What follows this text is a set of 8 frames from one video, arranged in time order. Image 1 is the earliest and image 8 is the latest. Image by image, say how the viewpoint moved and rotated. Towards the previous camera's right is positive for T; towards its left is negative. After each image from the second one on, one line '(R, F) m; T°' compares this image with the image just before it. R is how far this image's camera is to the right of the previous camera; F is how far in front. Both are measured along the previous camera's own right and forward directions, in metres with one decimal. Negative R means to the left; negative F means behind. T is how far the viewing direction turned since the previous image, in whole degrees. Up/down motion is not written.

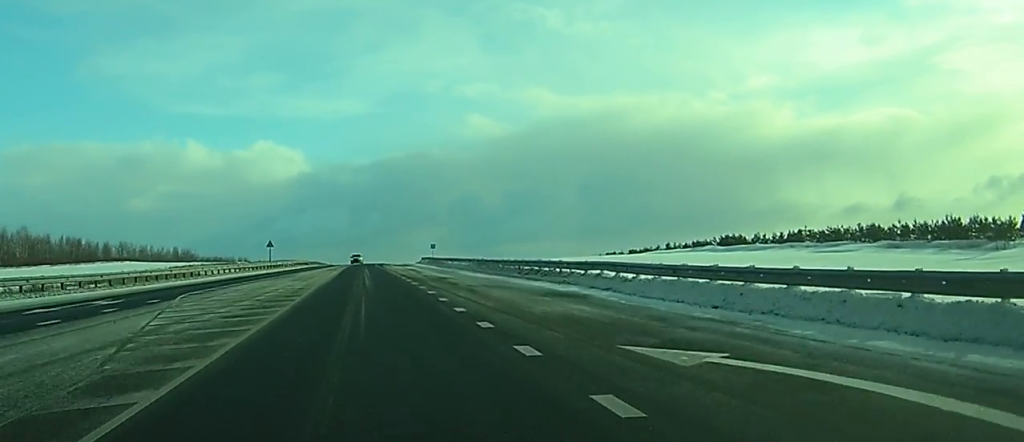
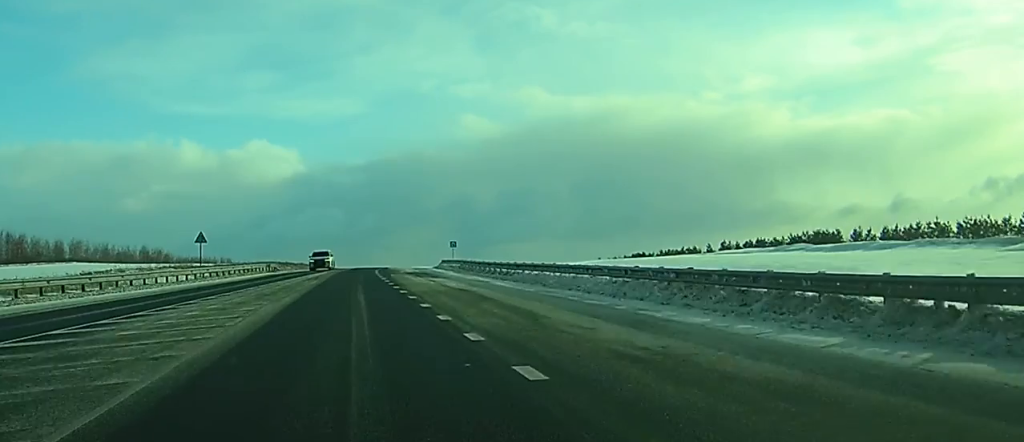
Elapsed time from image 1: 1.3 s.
(+0.2, +38.0) m; +1°
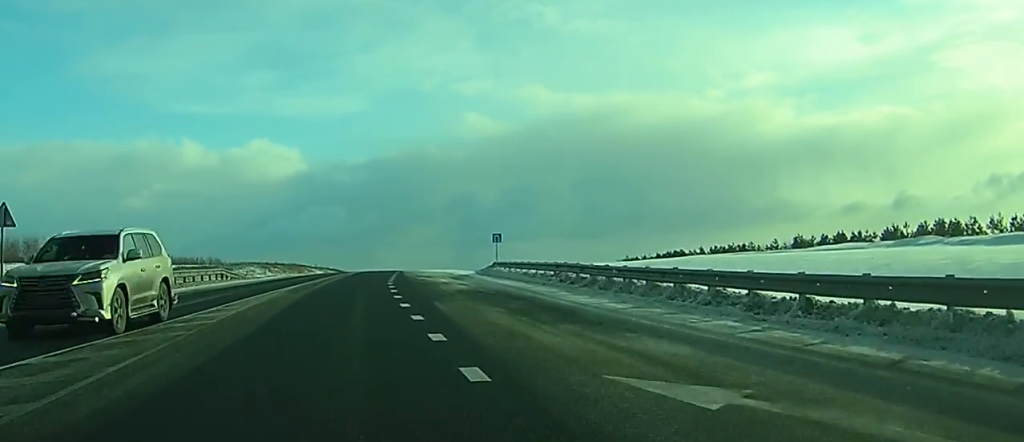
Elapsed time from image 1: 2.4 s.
(+0.3, +32.3) m; +1°
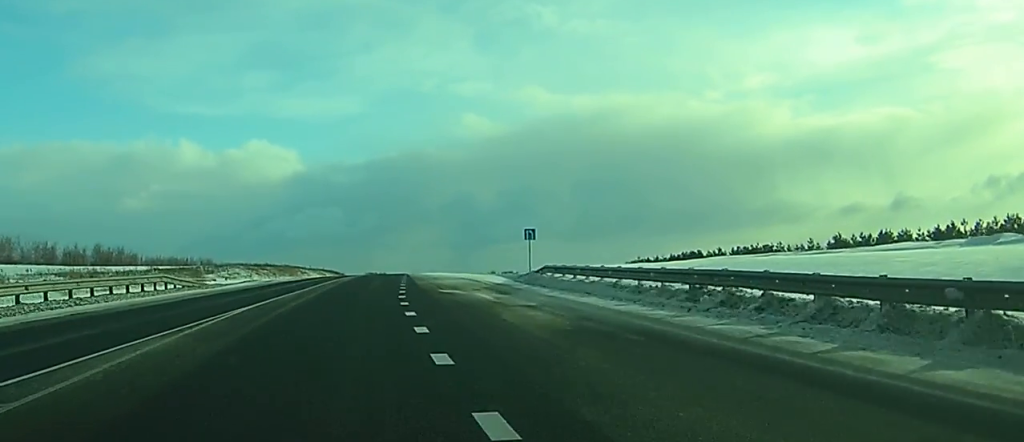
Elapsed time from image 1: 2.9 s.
(+0.1, +14.7) m; 0°
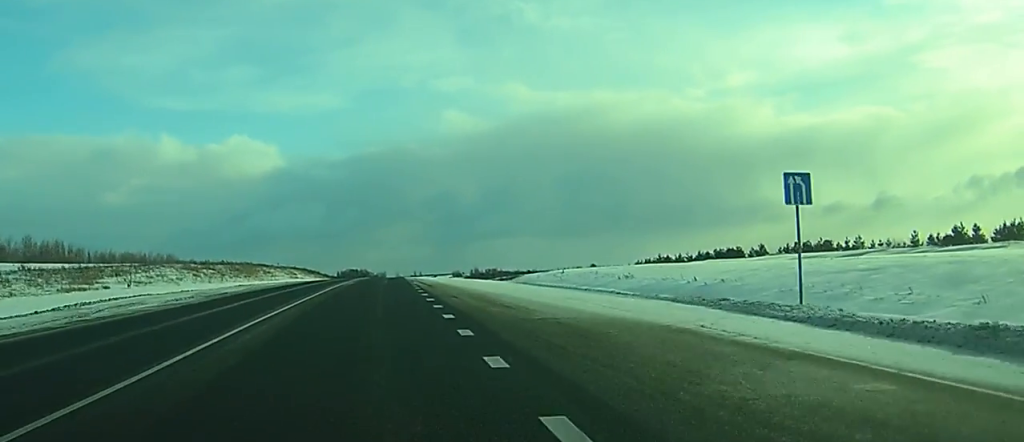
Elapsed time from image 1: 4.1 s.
(0.0, +36.3) m; 0°
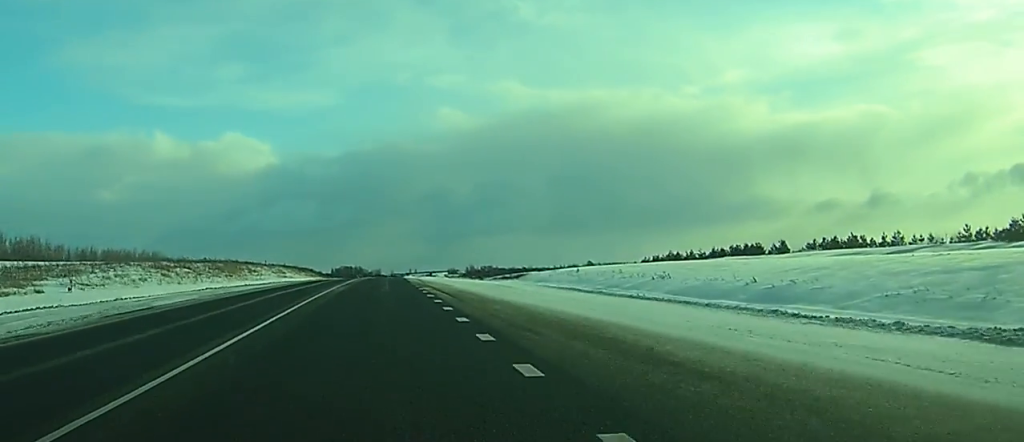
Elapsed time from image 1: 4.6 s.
(0.0, +12.7) m; 0°
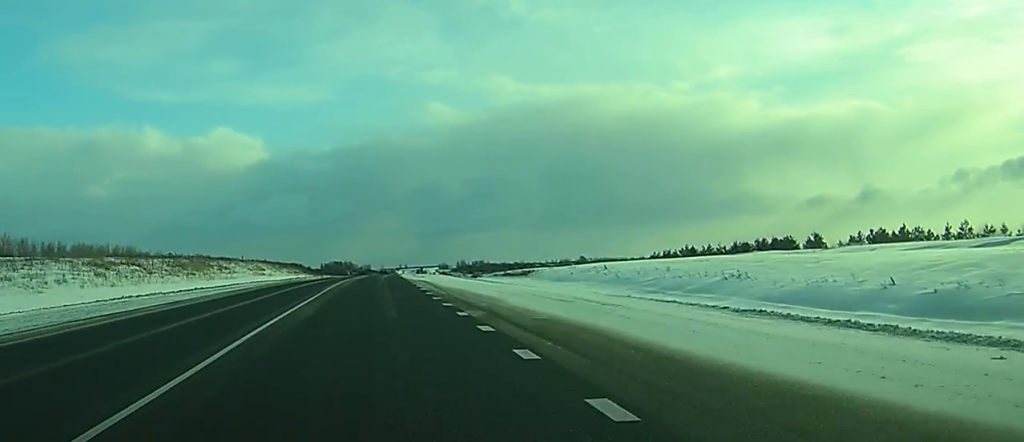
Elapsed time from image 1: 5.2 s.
(+0.1, +18.6) m; 0°
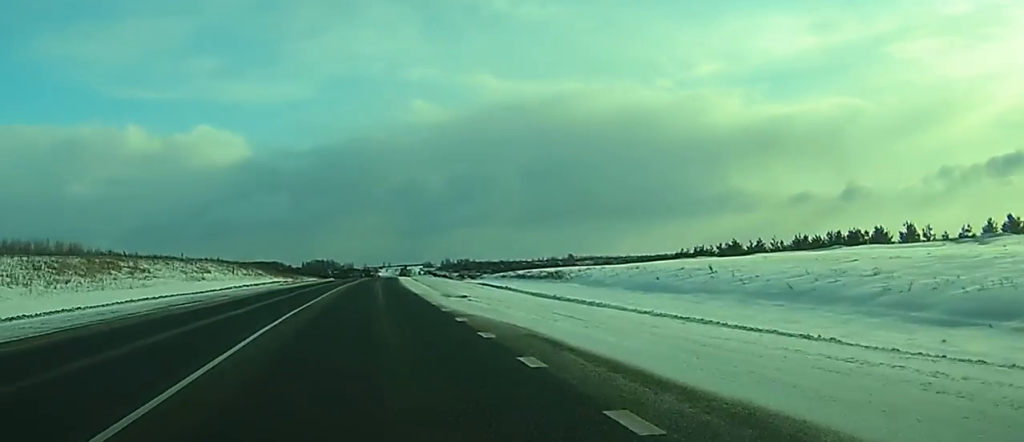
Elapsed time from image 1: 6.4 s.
(+0.3, +36.2) m; +1°
